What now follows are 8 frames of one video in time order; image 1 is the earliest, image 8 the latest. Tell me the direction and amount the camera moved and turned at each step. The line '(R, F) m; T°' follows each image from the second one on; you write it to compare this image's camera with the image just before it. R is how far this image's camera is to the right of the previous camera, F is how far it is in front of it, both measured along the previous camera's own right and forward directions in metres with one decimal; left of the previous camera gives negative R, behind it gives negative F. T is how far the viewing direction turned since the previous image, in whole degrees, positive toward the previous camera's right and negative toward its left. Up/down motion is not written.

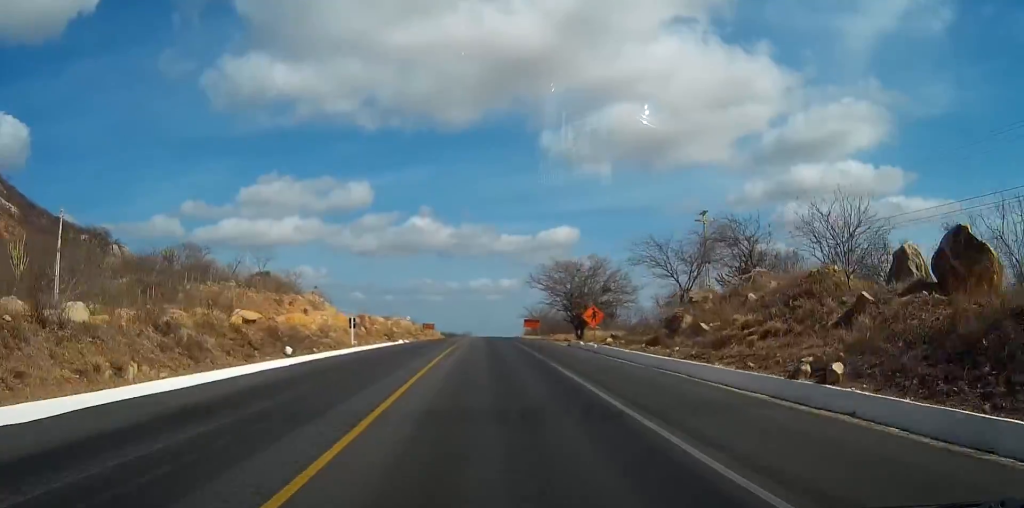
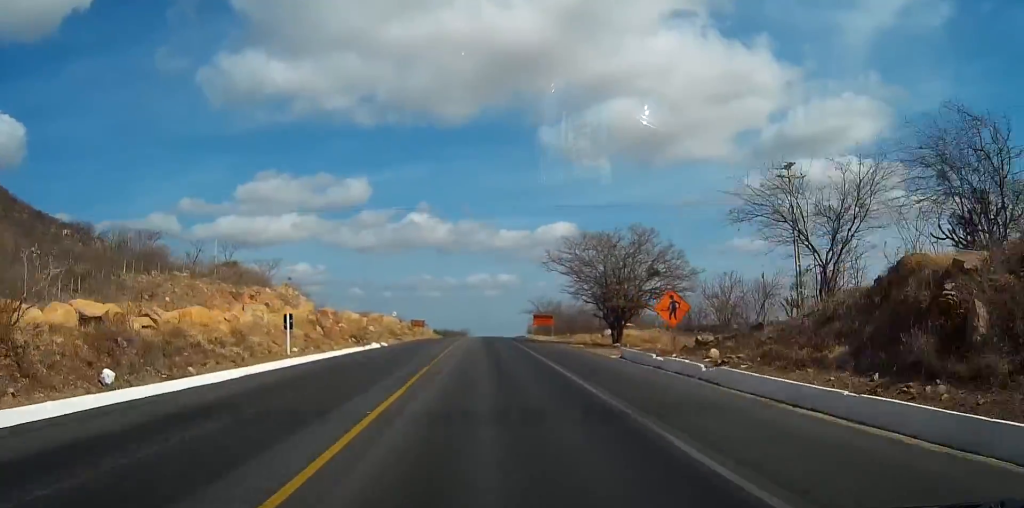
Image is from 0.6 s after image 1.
(0.0, +18.8) m; 0°
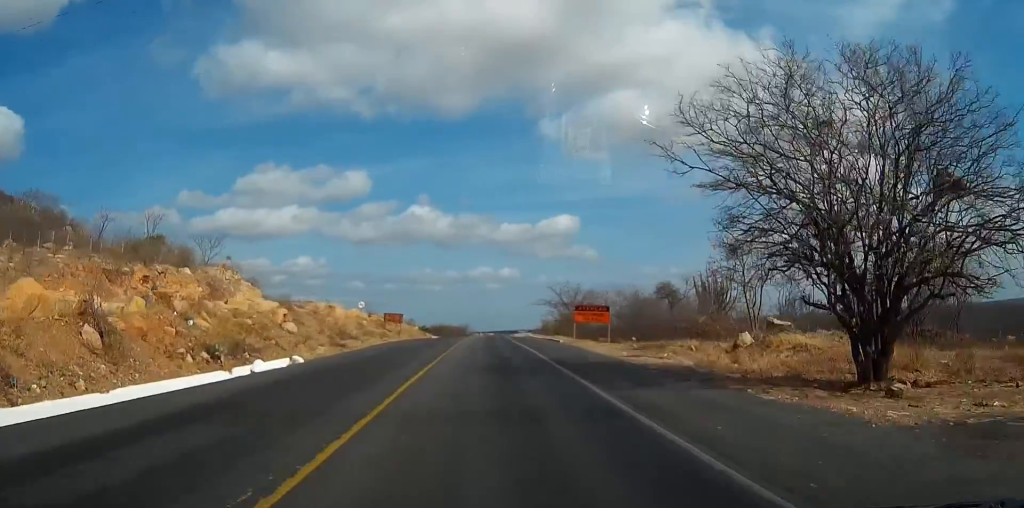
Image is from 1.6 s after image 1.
(0.0, +32.1) m; 0°
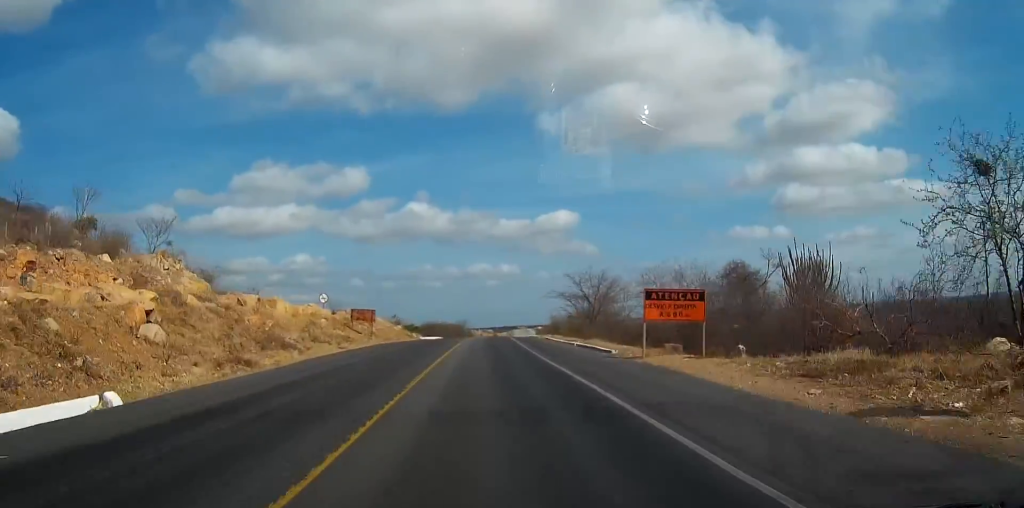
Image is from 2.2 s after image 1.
(0.0, +18.6) m; 0°
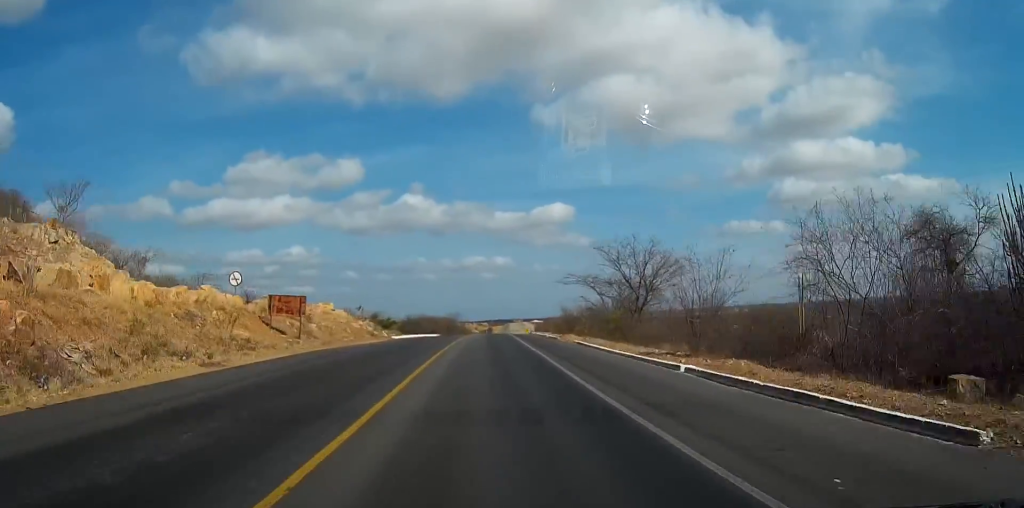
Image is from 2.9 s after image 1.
(-0.1, +21.5) m; 0°
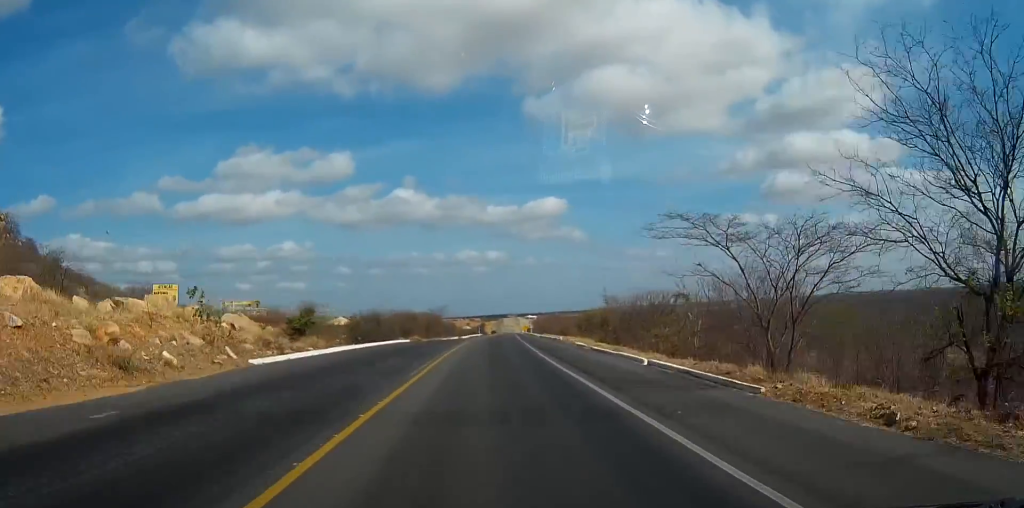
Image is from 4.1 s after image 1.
(+0.1, +36.4) m; +1°
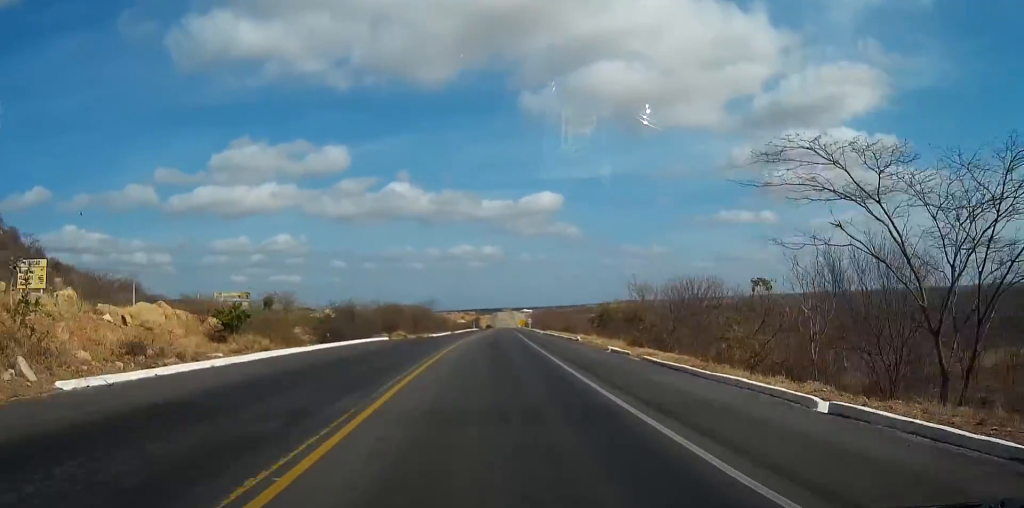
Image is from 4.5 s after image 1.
(0.0, +12.0) m; 0°
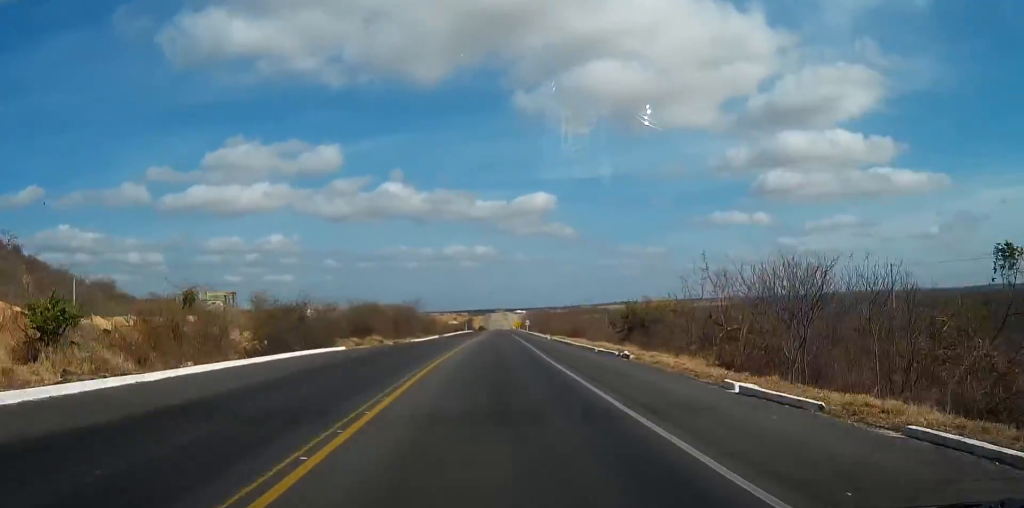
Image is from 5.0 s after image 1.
(+0.2, +14.9) m; 0°
